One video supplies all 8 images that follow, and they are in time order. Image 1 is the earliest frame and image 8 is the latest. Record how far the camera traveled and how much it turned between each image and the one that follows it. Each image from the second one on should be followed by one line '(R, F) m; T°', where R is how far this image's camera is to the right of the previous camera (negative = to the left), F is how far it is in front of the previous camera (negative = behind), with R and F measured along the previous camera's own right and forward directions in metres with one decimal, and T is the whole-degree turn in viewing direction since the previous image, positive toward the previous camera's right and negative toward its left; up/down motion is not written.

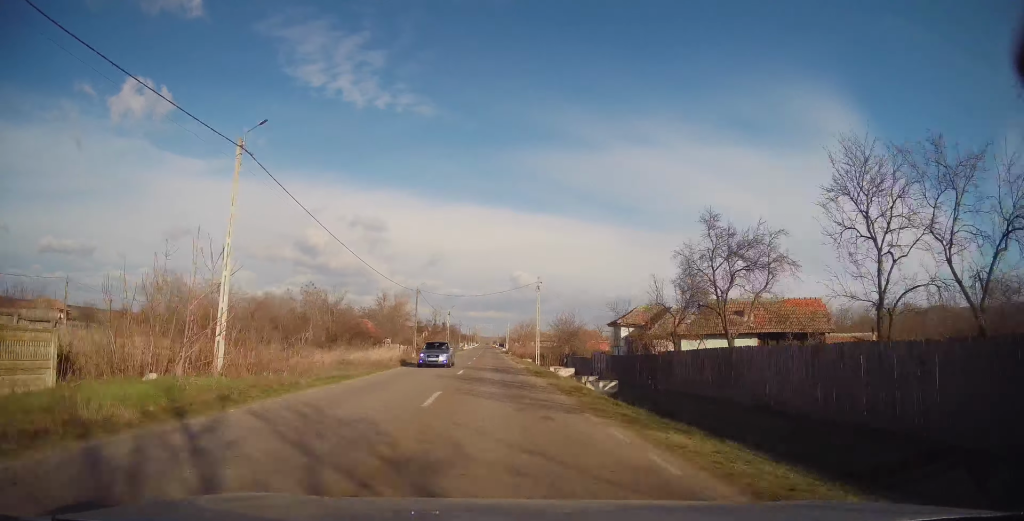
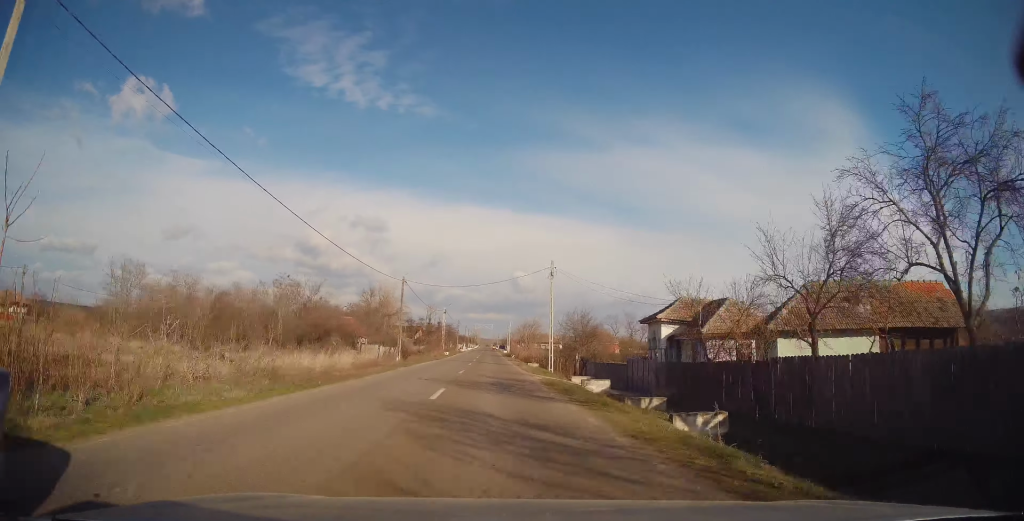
(0.0, +10.0) m; 0°
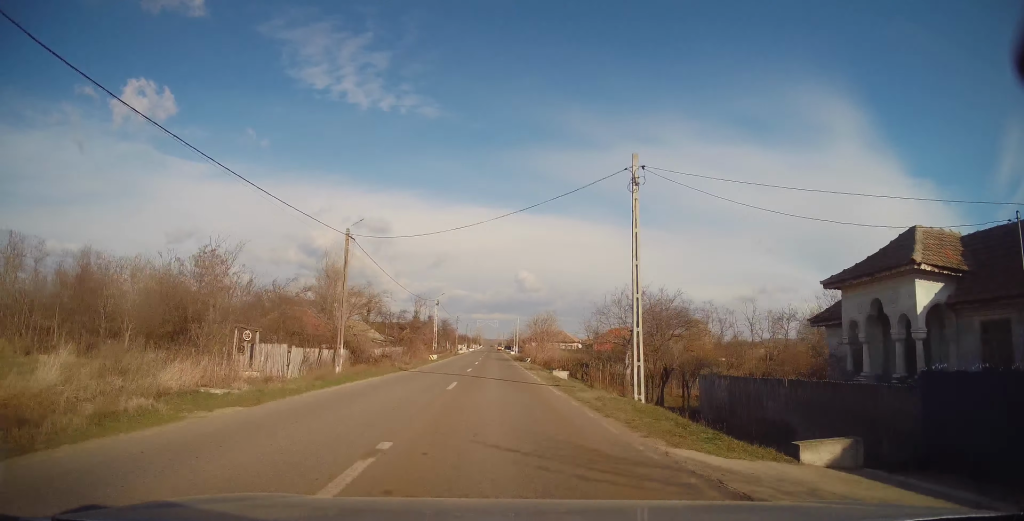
(0.0, +20.7) m; -1°
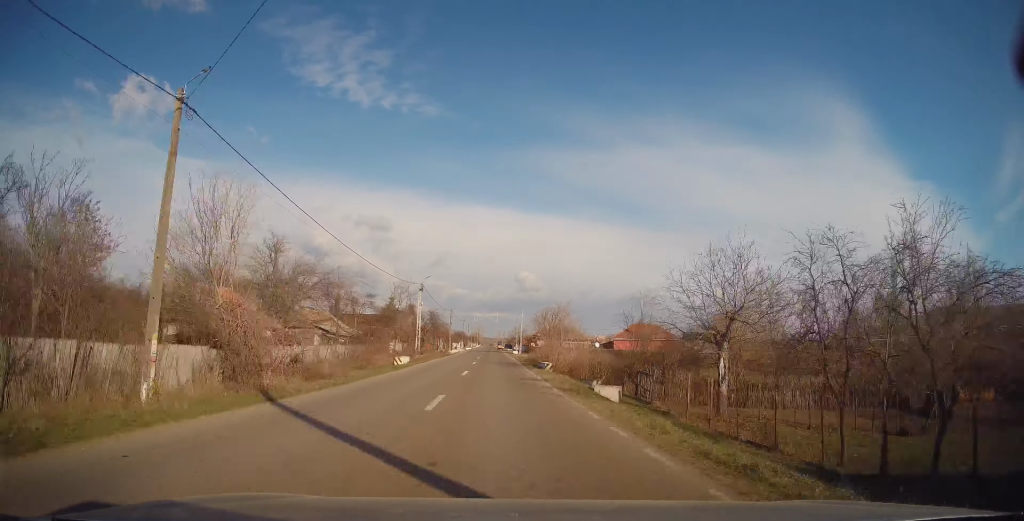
(-0.3, +17.6) m; 0°
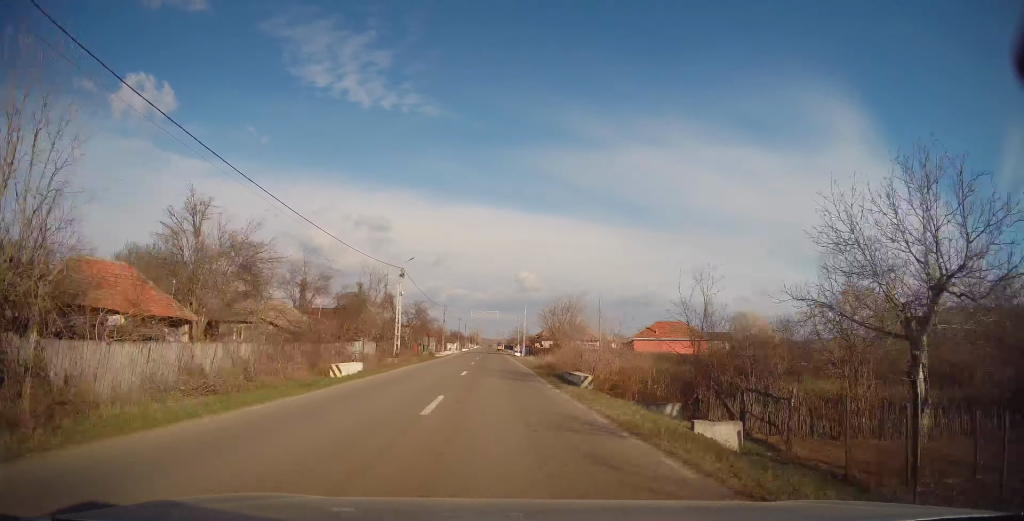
(0.0, +12.0) m; +1°
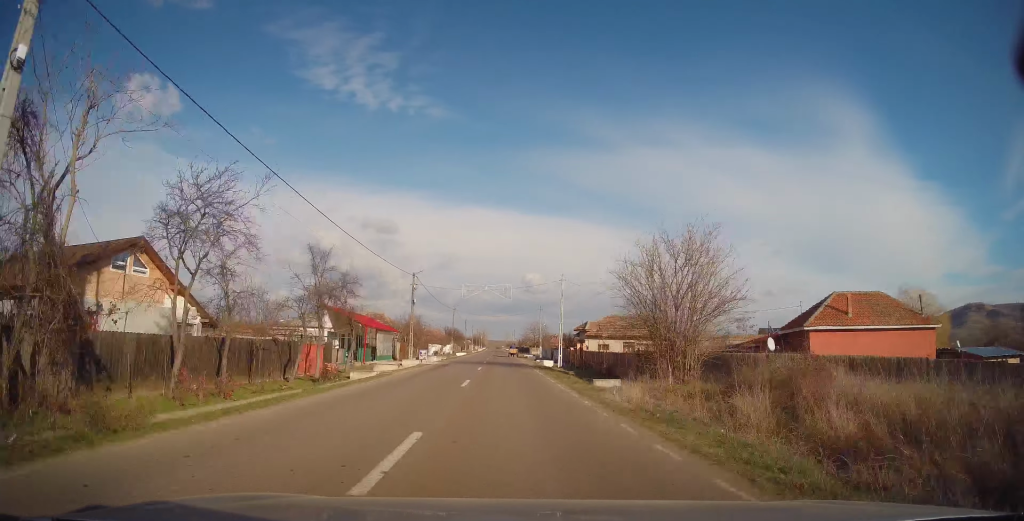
(+0.3, +41.6) m; -1°
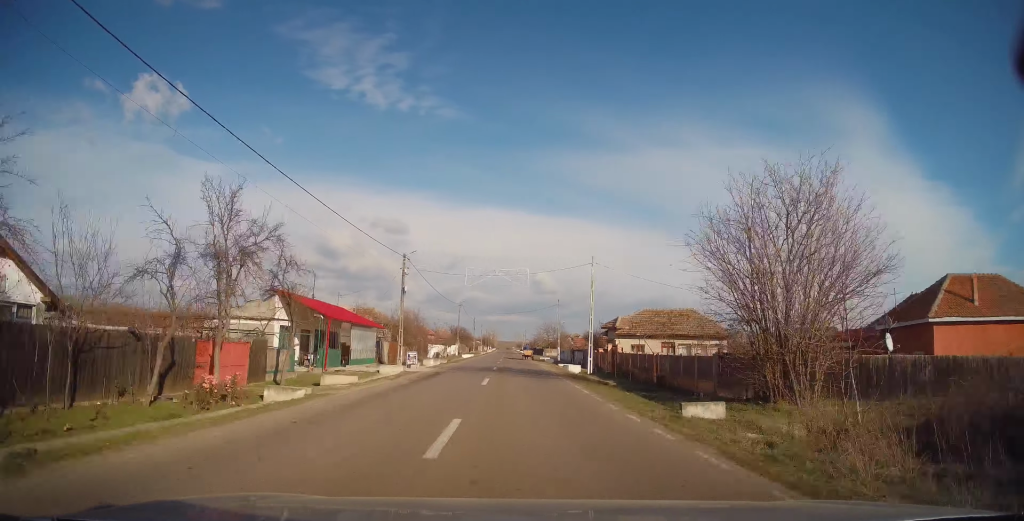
(-0.1, +10.7) m; 0°
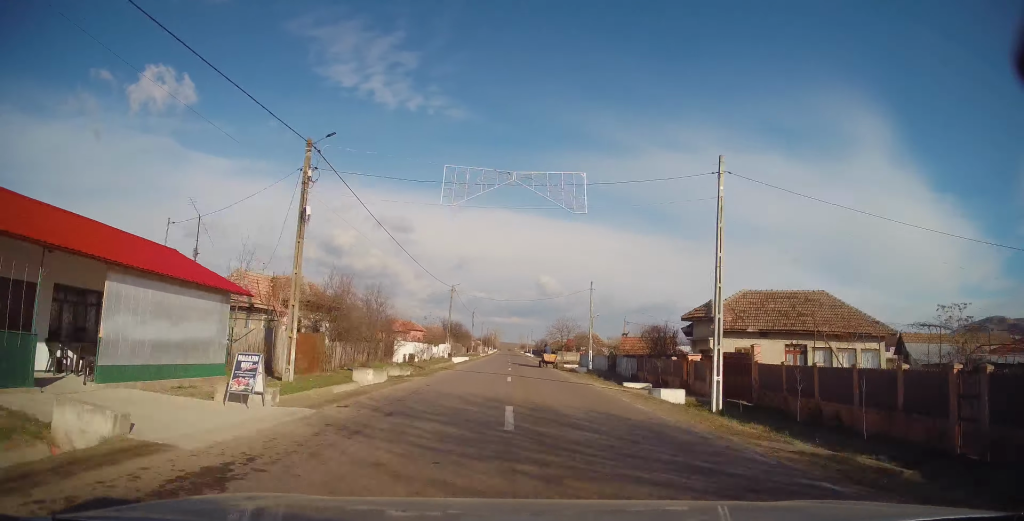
(0.0, +21.4) m; 0°
